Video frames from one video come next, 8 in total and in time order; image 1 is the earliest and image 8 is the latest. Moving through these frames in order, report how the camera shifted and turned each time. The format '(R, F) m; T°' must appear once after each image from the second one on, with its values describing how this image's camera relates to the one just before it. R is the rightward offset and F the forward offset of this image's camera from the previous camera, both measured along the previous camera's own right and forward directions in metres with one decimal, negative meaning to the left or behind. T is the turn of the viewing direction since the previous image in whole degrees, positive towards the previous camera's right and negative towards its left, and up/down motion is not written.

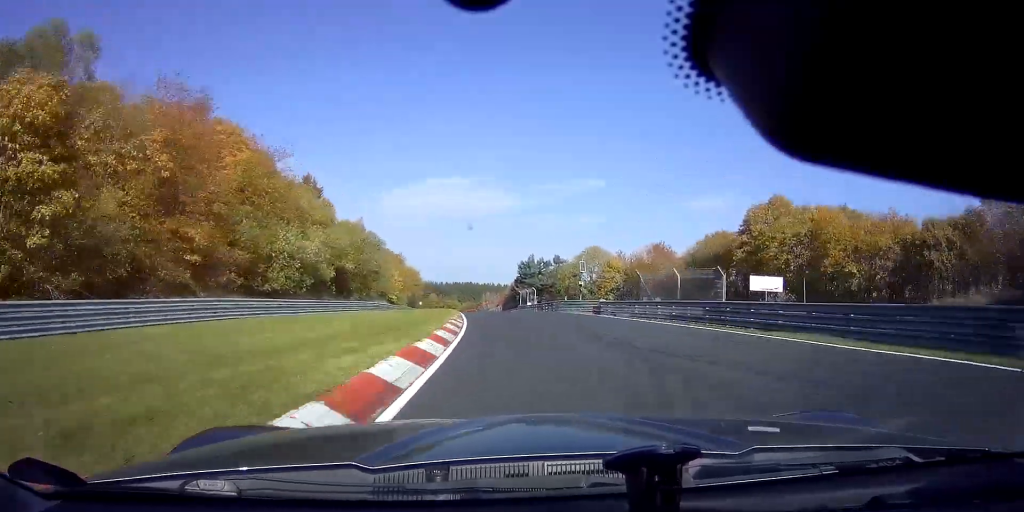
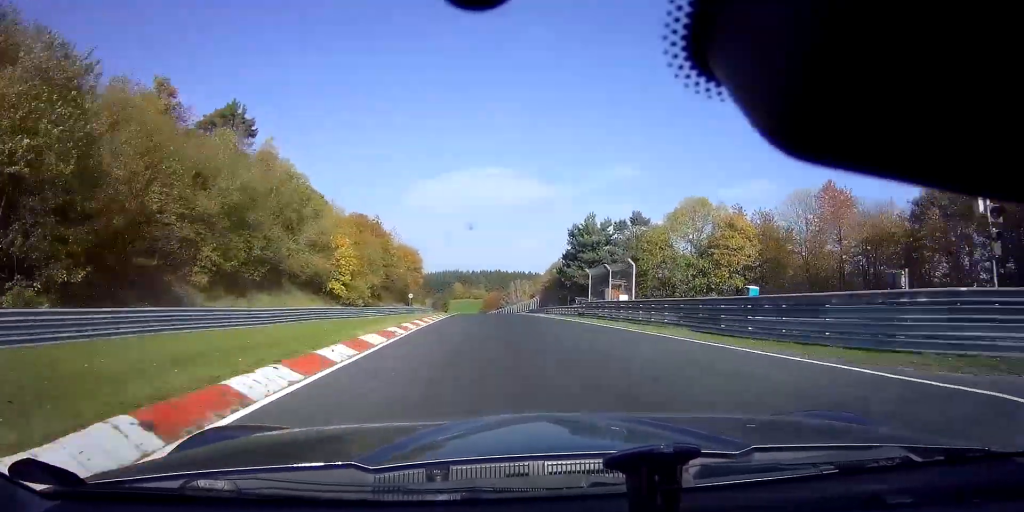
(-1.2, +48.8) m; -3°
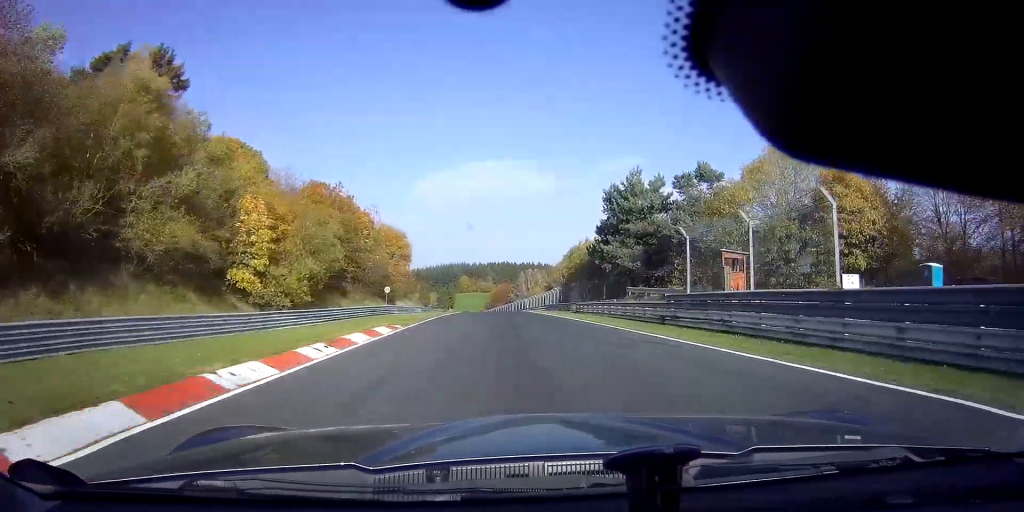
(-0.3, +21.6) m; -1°
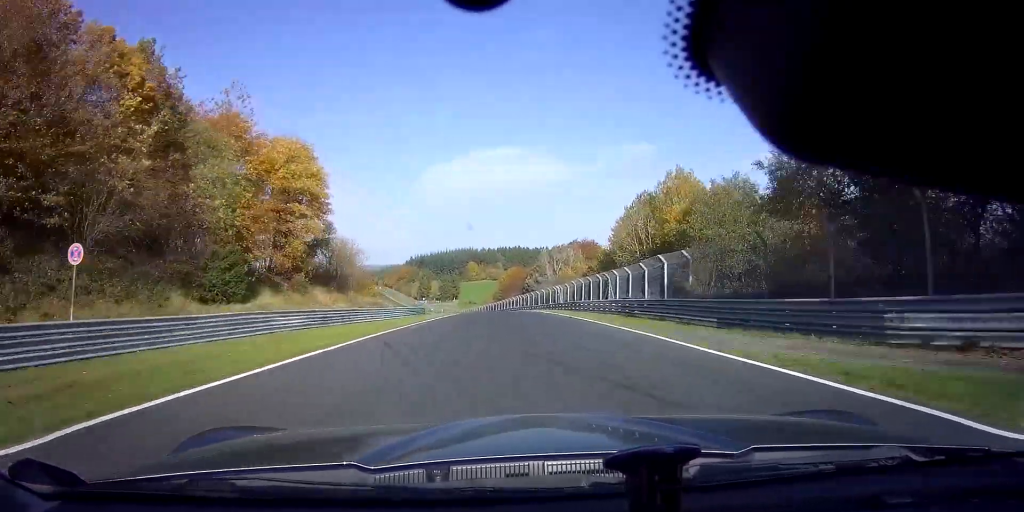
(-0.8, +46.8) m; -2°
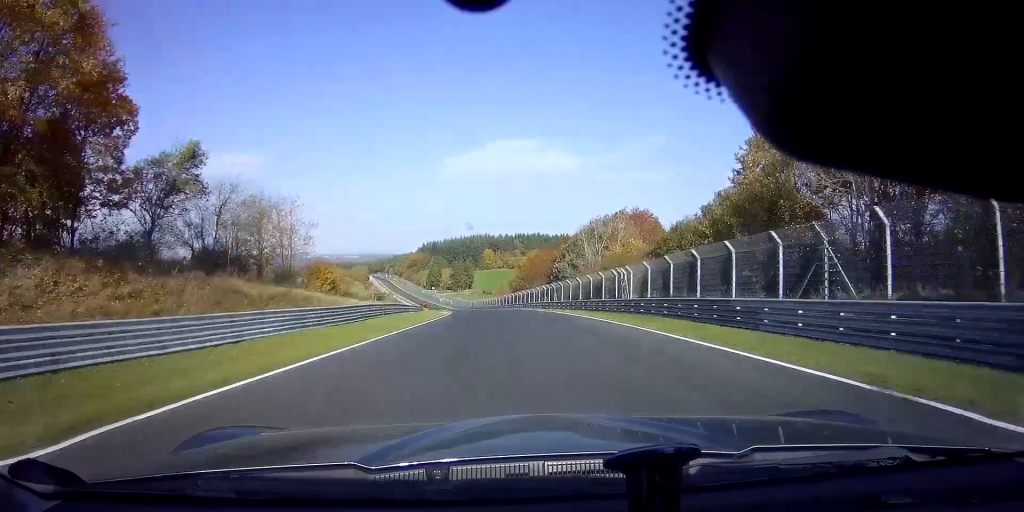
(-0.2, +29.8) m; -2°
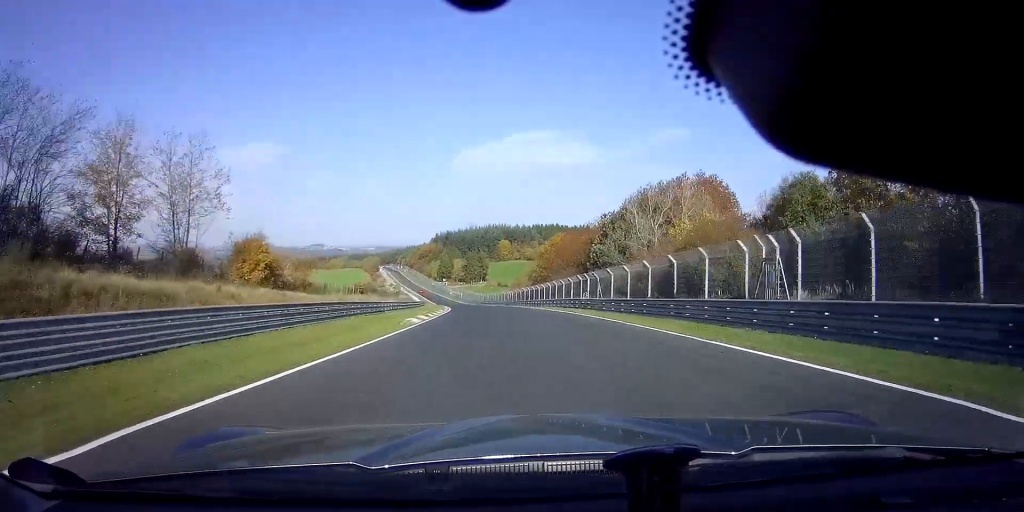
(-0.4, +21.1) m; -2°
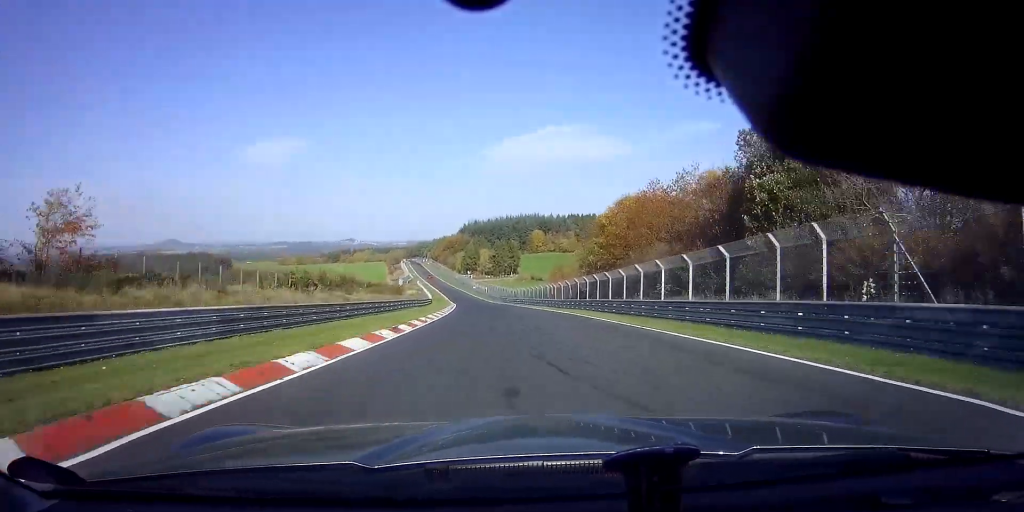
(-0.7, +33.6) m; -3°
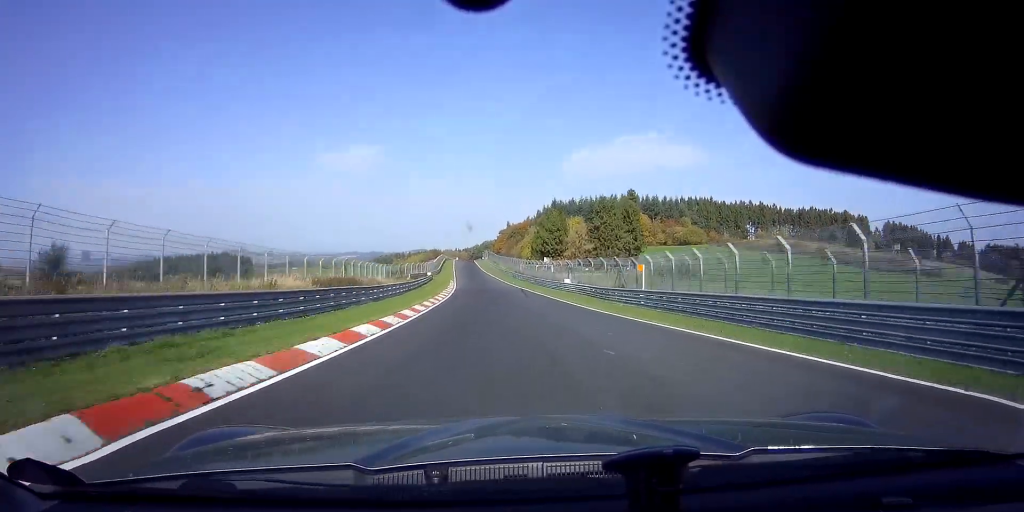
(-8.4, +108.6) m; -8°
